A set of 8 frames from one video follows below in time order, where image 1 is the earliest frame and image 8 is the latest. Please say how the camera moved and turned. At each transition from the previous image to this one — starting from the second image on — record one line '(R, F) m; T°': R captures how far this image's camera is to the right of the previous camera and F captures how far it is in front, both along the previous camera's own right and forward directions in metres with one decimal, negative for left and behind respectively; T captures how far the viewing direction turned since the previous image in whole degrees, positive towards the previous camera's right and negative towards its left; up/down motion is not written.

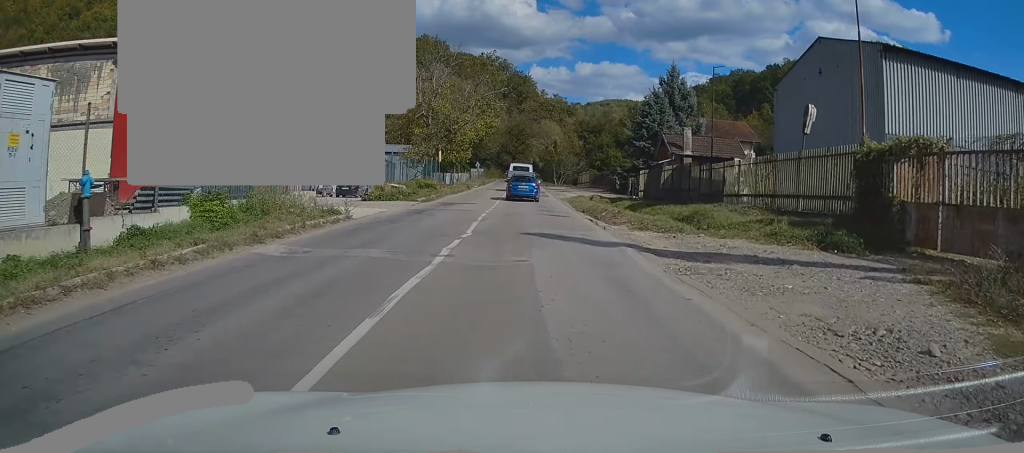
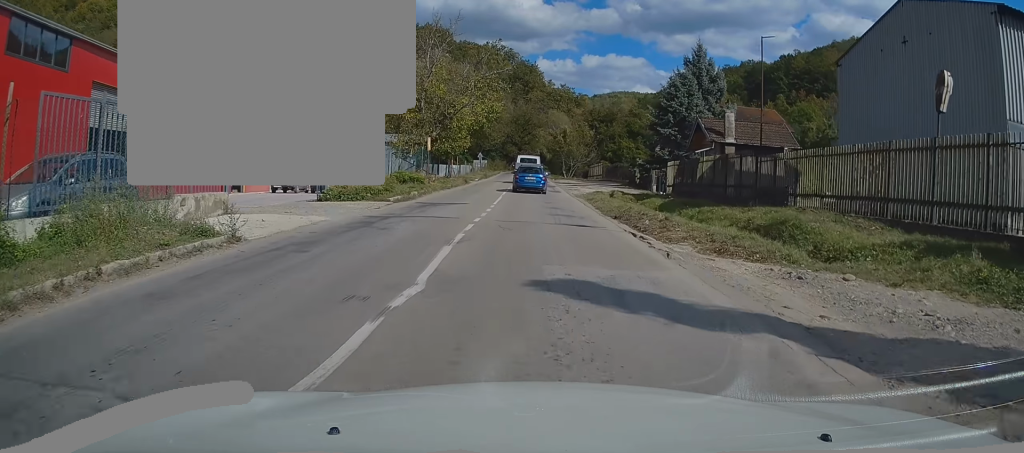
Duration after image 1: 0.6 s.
(0.0, +7.5) m; 0°
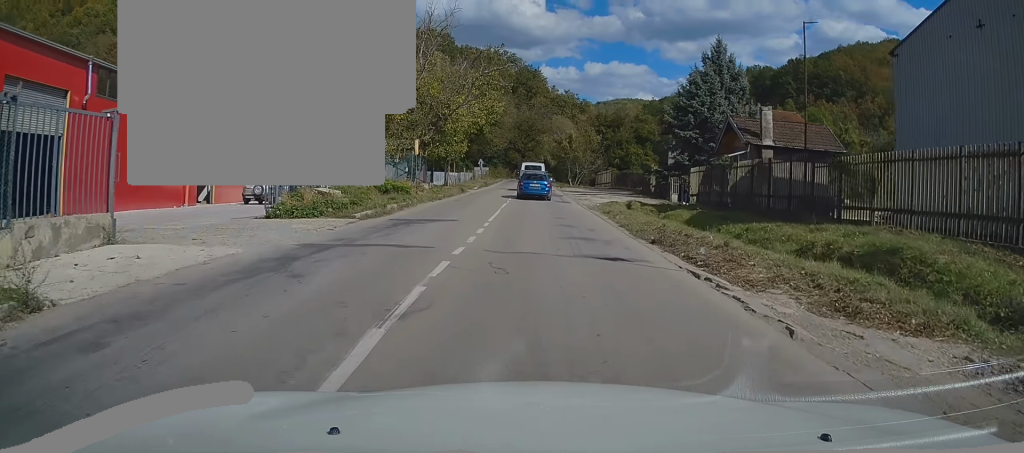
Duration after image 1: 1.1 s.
(-0.1, +5.2) m; 0°
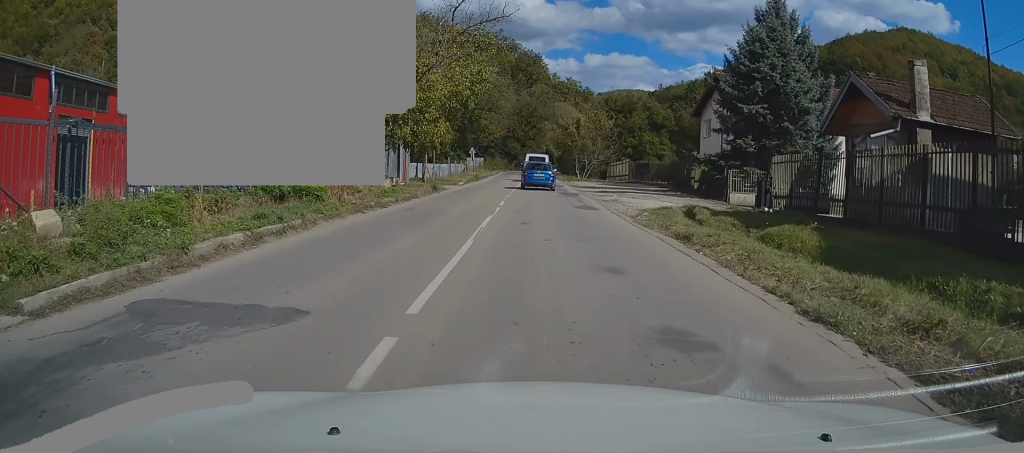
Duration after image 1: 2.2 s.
(+0.1, +13.1) m; +1°
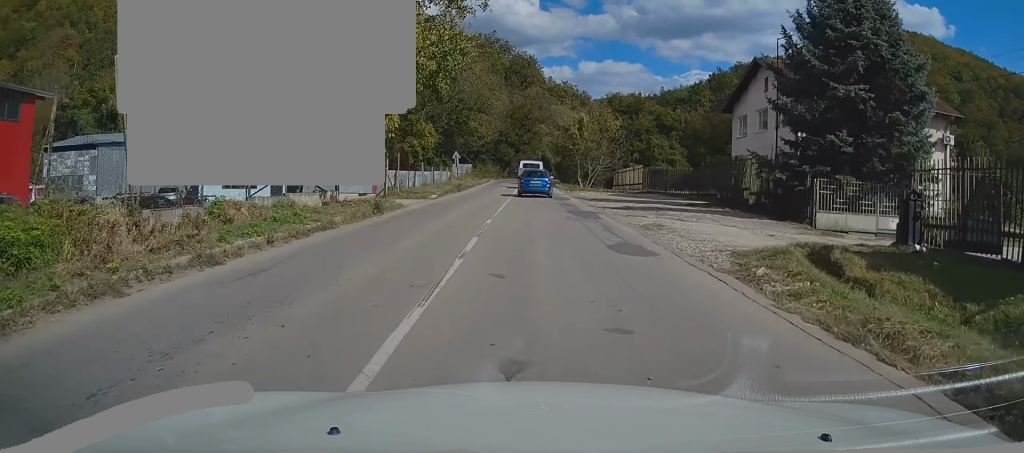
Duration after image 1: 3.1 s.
(+0.1, +9.9) m; +1°
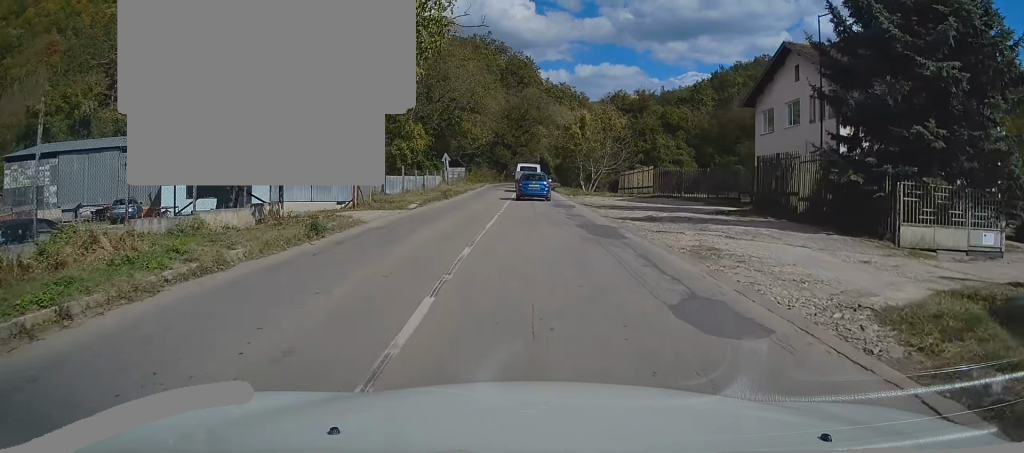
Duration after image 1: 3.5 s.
(0.0, +5.5) m; 0°
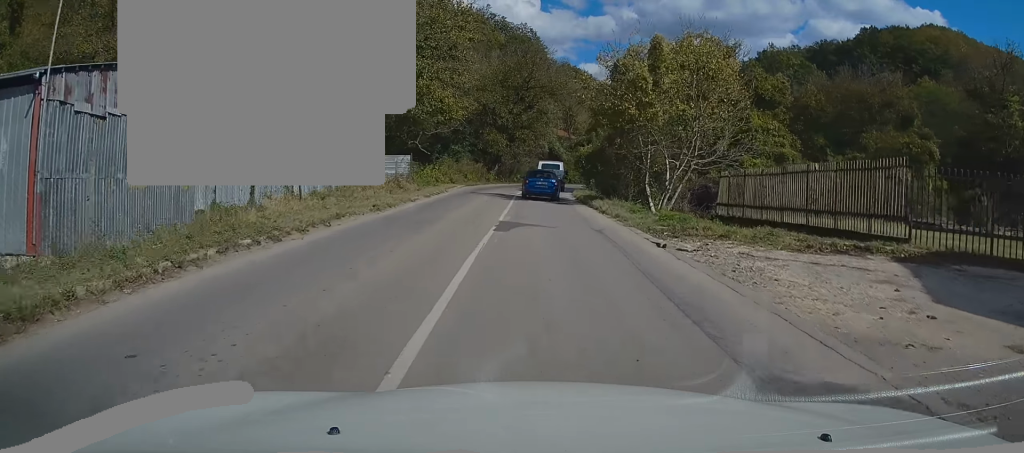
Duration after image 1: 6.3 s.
(+0.2, +31.9) m; 0°
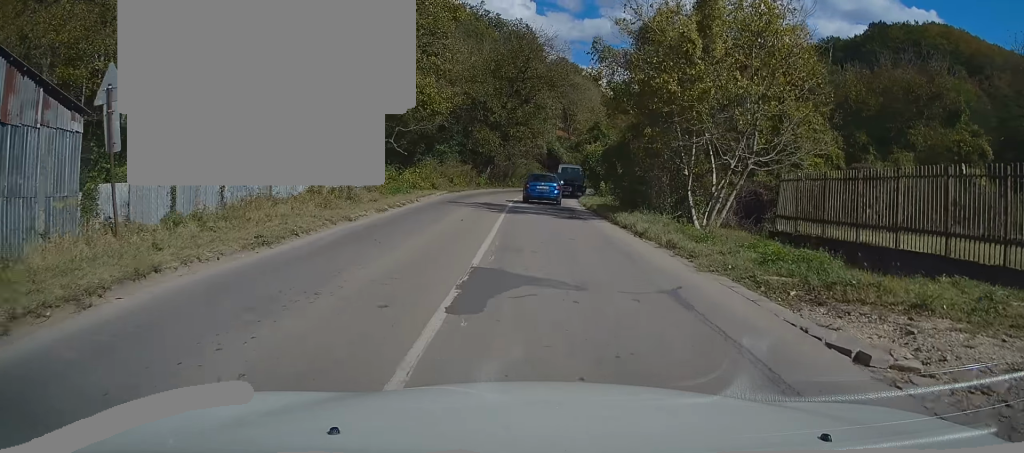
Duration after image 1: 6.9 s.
(0.0, +7.9) m; 0°
